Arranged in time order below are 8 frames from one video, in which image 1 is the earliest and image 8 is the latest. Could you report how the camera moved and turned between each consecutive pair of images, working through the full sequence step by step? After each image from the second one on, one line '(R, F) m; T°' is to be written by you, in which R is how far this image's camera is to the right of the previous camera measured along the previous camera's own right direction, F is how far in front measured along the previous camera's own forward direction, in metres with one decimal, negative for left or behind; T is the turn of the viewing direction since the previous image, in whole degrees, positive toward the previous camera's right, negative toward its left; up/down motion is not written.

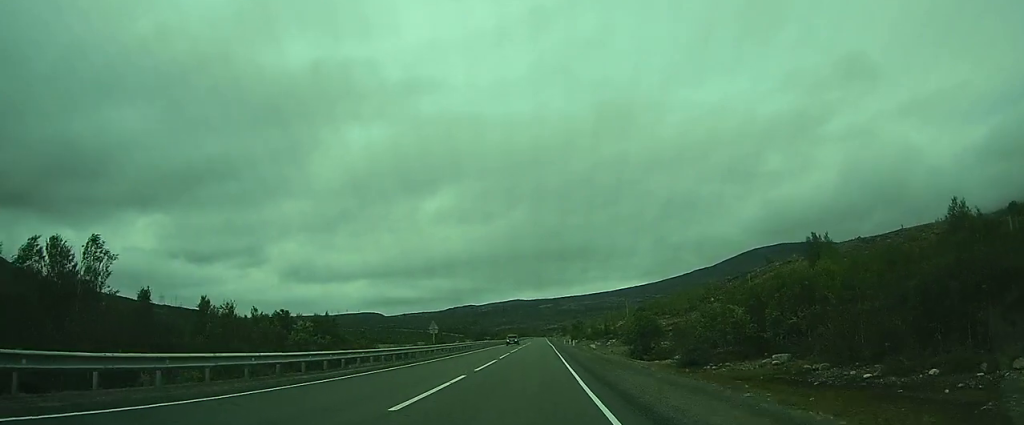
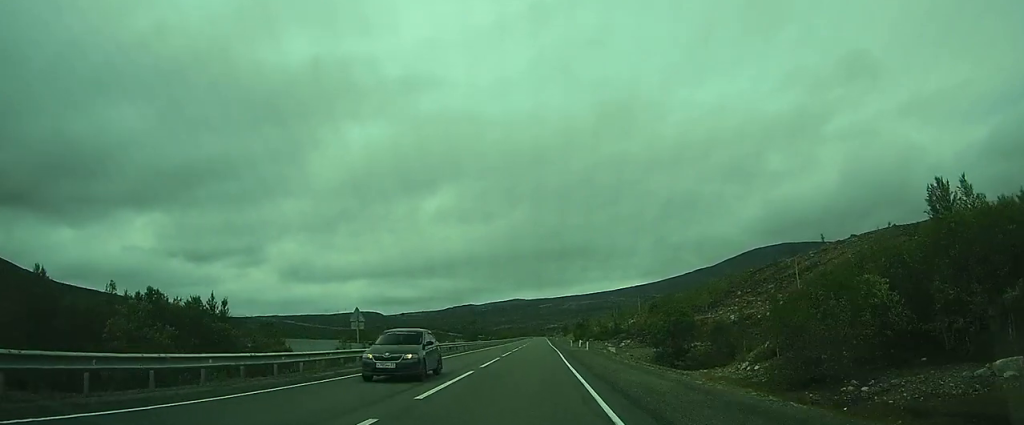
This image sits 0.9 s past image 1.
(-0.1, +21.6) m; 0°
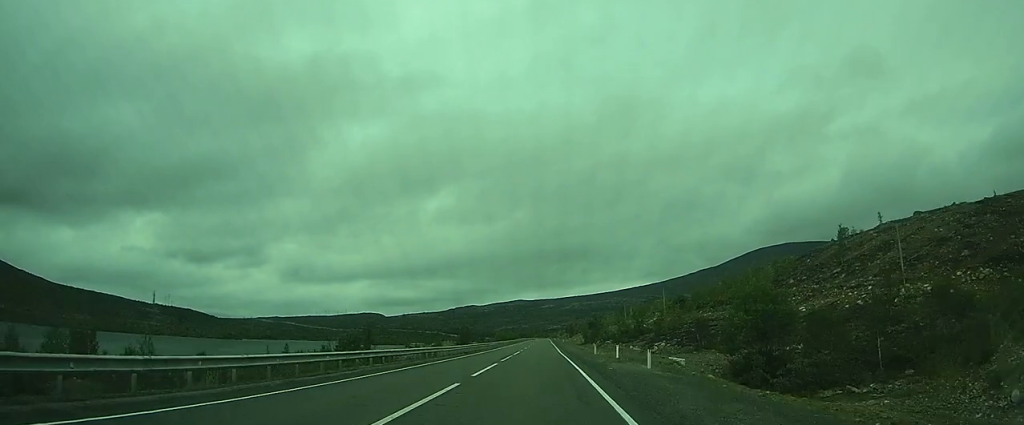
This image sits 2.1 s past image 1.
(0.0, +27.8) m; 0°
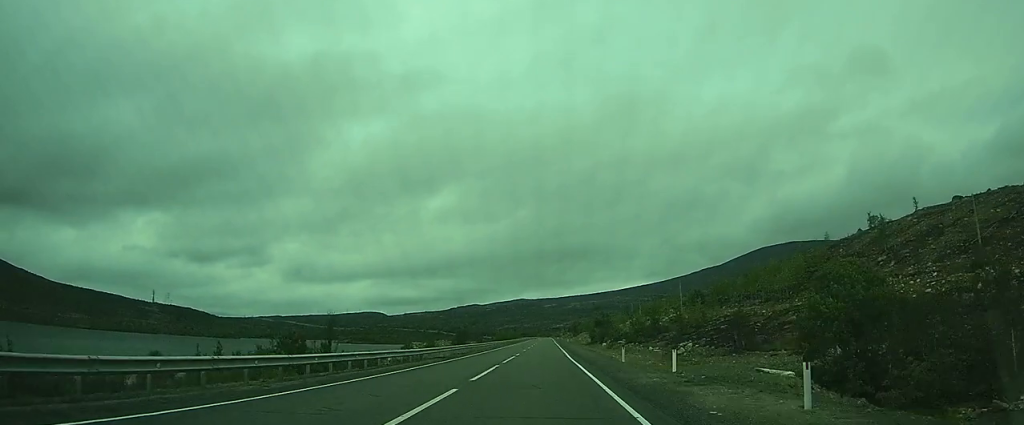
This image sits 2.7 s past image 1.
(0.0, +13.2) m; 0°
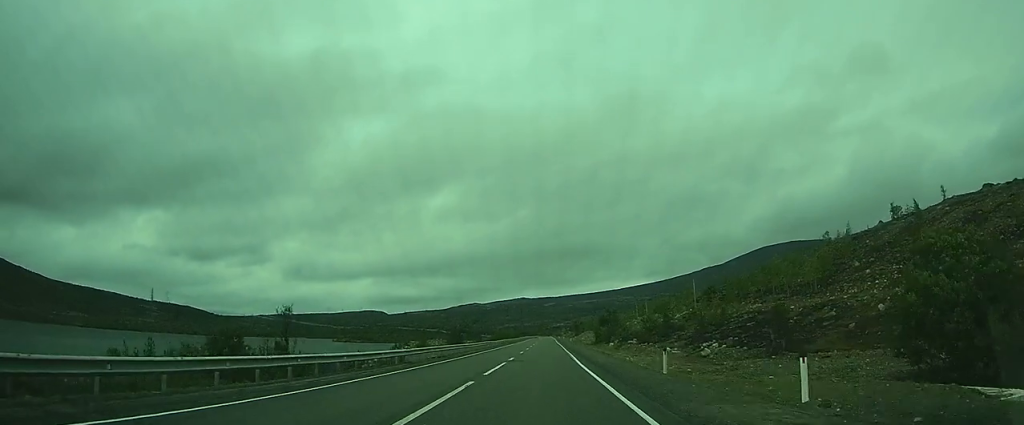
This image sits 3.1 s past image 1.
(0.0, +9.3) m; 0°
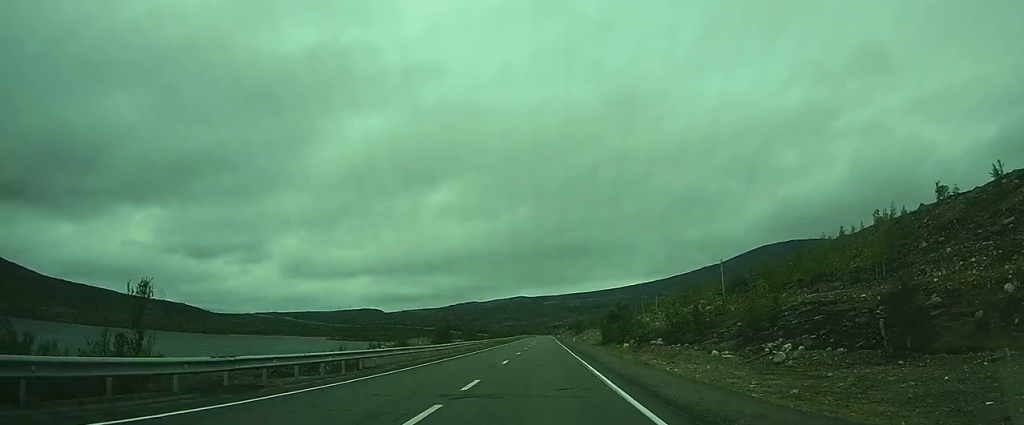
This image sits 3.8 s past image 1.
(0.0, +17.2) m; 0°
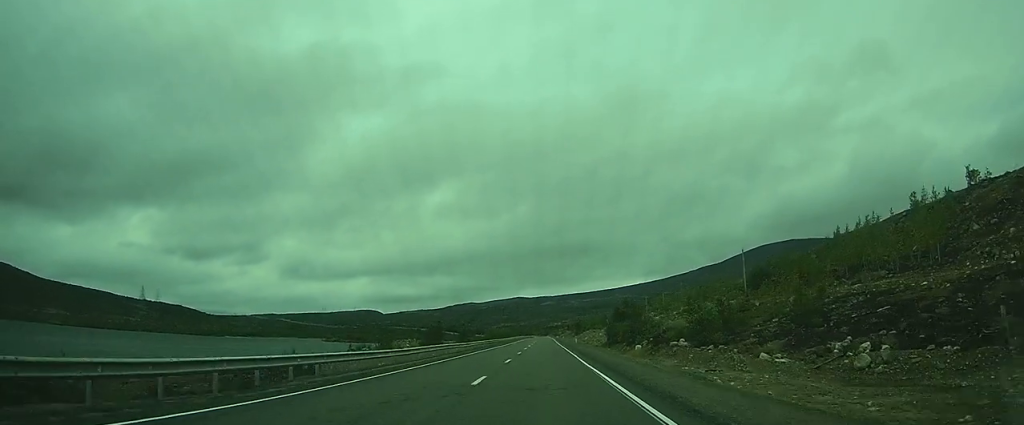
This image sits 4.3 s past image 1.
(0.0, +10.2) m; 0°
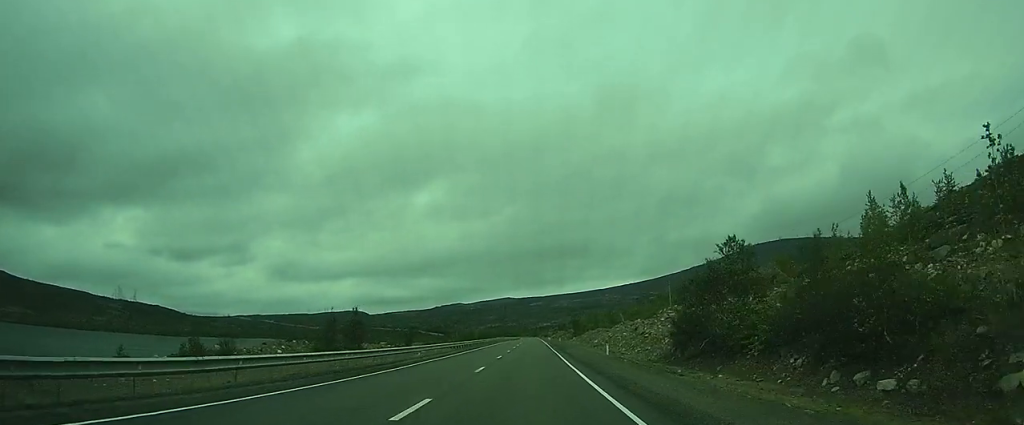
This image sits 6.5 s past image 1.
(0.0, +53.5) m; 0°
